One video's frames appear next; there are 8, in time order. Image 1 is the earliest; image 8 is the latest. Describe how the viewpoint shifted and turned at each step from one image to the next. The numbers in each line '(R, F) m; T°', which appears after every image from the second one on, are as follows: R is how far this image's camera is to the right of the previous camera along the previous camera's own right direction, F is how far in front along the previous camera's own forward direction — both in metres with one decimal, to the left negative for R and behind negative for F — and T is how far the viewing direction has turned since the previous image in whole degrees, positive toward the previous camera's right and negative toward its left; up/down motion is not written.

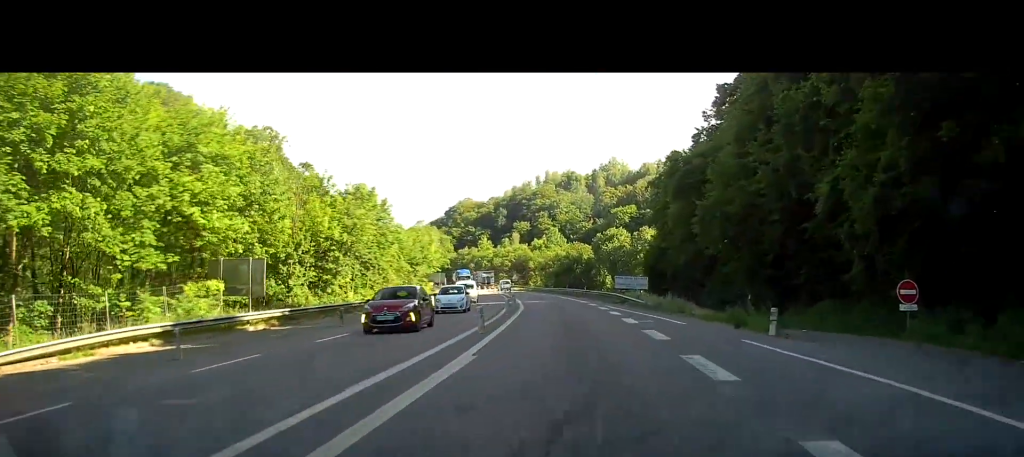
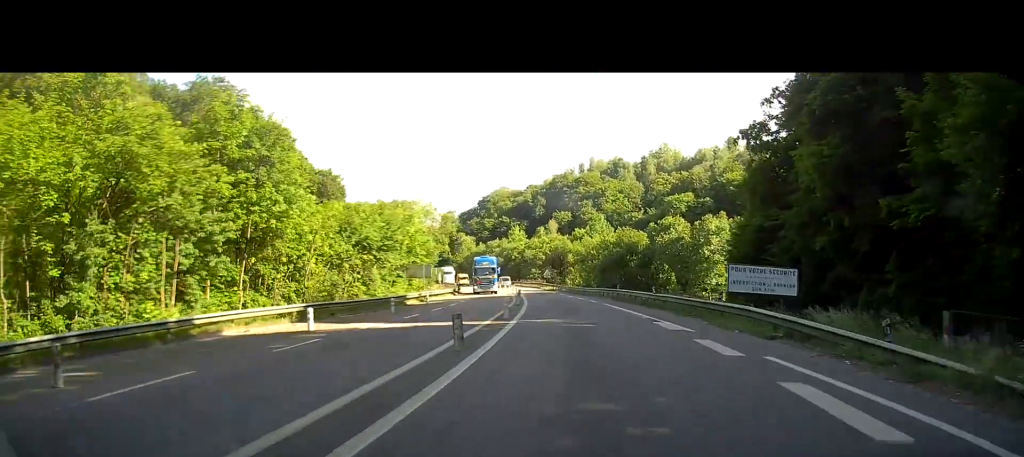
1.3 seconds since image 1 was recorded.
(-0.9, +29.4) m; -4°
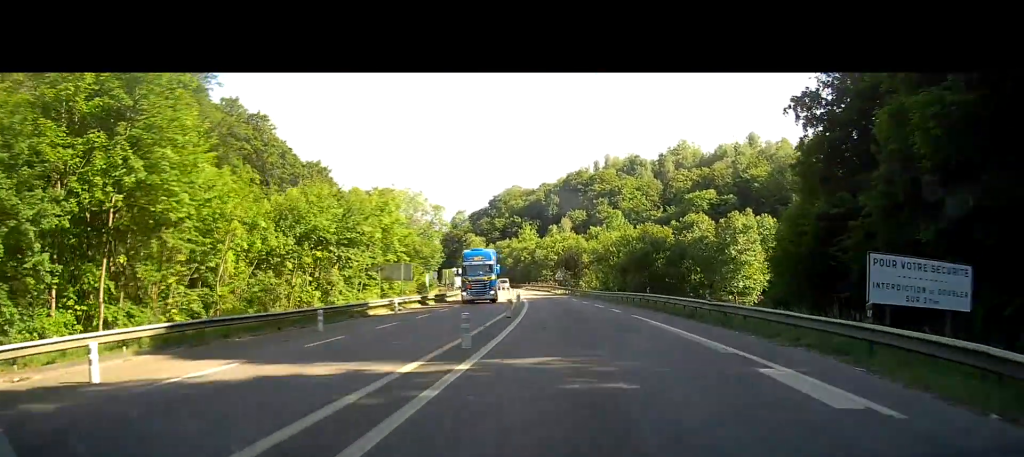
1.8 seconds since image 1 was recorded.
(-0.2, +11.3) m; -2°
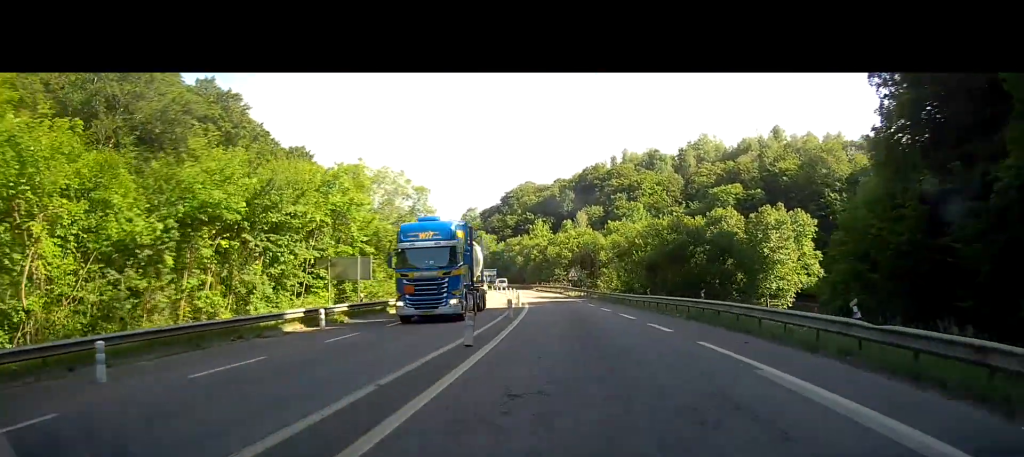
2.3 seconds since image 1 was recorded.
(-0.2, +12.0) m; -2°
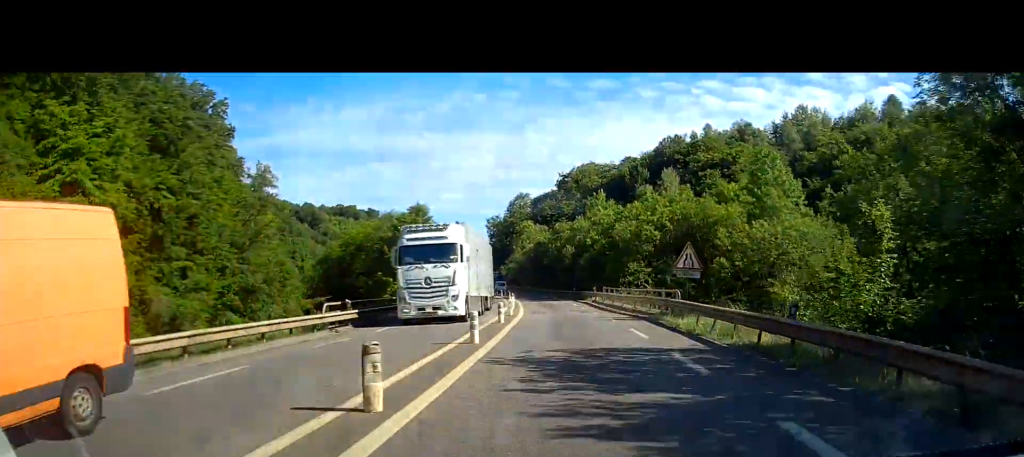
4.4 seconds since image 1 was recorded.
(-2.9, +46.7) m; -7°
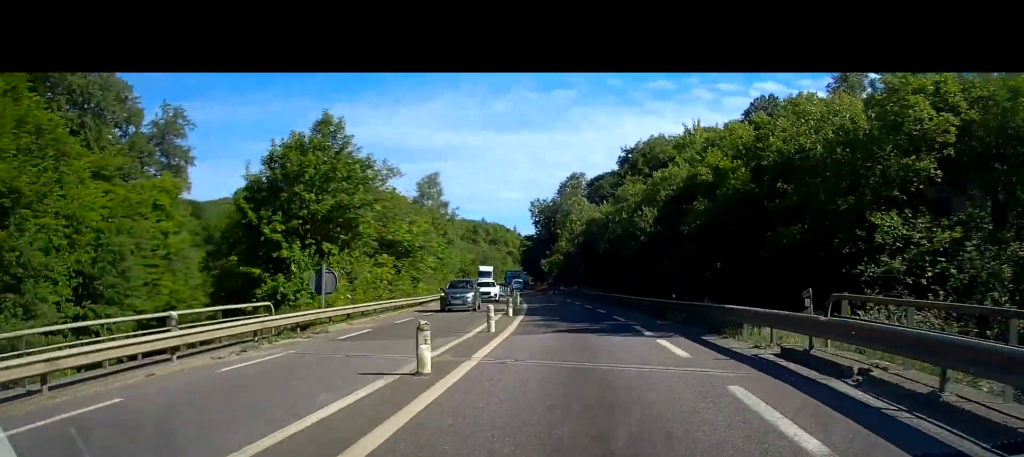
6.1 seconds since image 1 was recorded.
(-2.0, +36.4) m; -5°
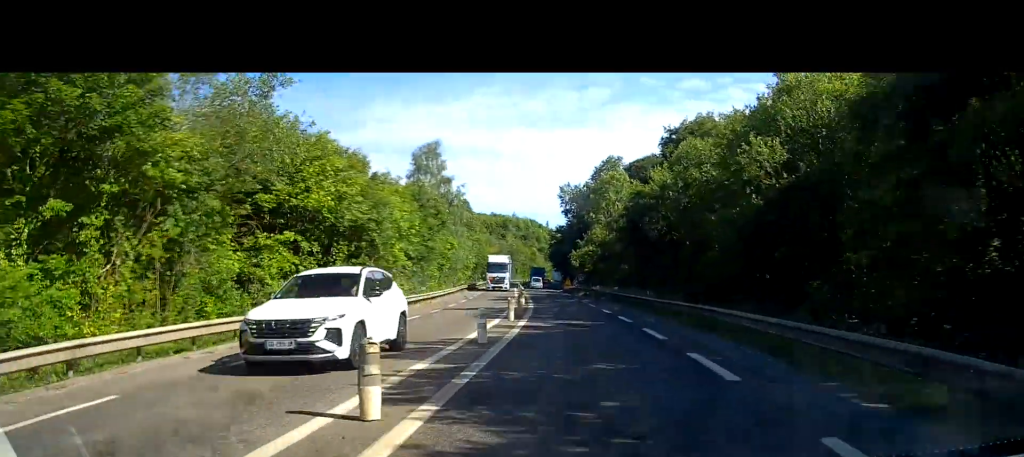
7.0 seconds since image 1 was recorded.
(-0.4, +19.6) m; -2°
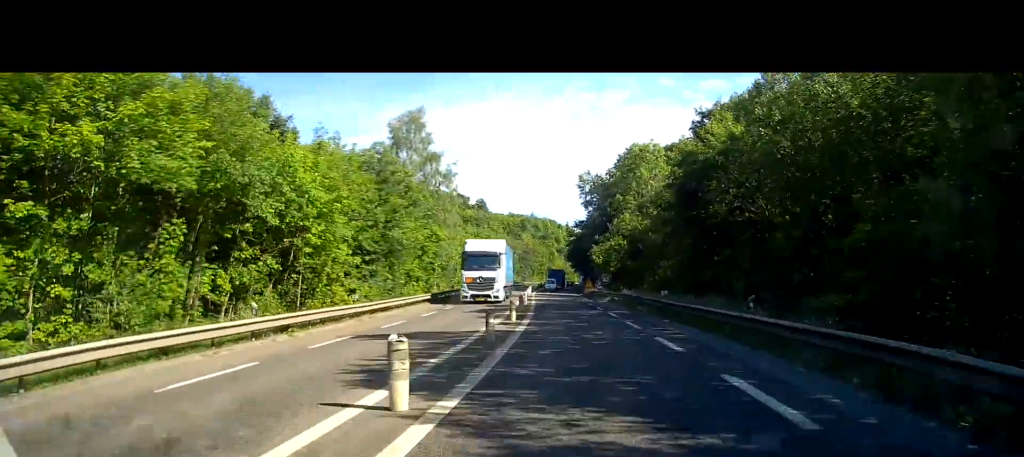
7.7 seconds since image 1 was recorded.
(0.0, +15.2) m; -1°
